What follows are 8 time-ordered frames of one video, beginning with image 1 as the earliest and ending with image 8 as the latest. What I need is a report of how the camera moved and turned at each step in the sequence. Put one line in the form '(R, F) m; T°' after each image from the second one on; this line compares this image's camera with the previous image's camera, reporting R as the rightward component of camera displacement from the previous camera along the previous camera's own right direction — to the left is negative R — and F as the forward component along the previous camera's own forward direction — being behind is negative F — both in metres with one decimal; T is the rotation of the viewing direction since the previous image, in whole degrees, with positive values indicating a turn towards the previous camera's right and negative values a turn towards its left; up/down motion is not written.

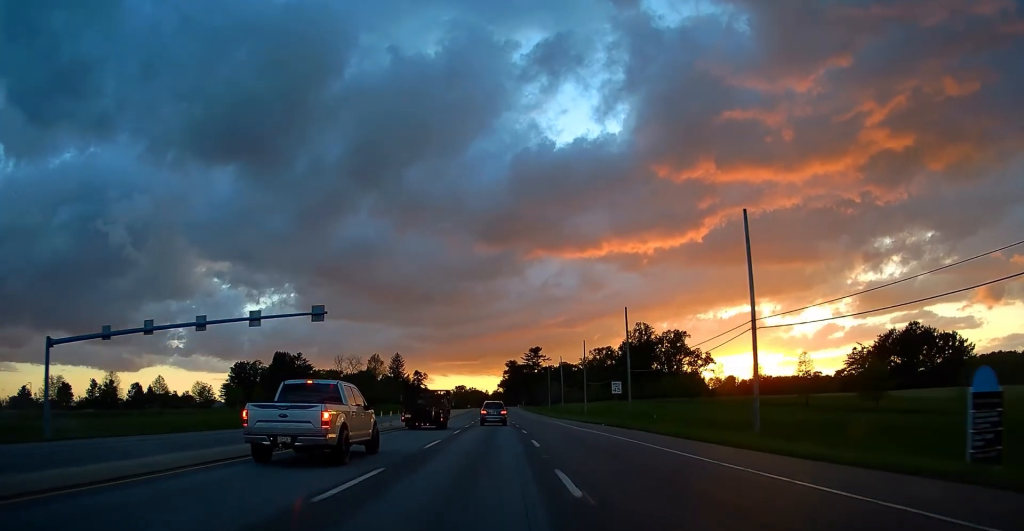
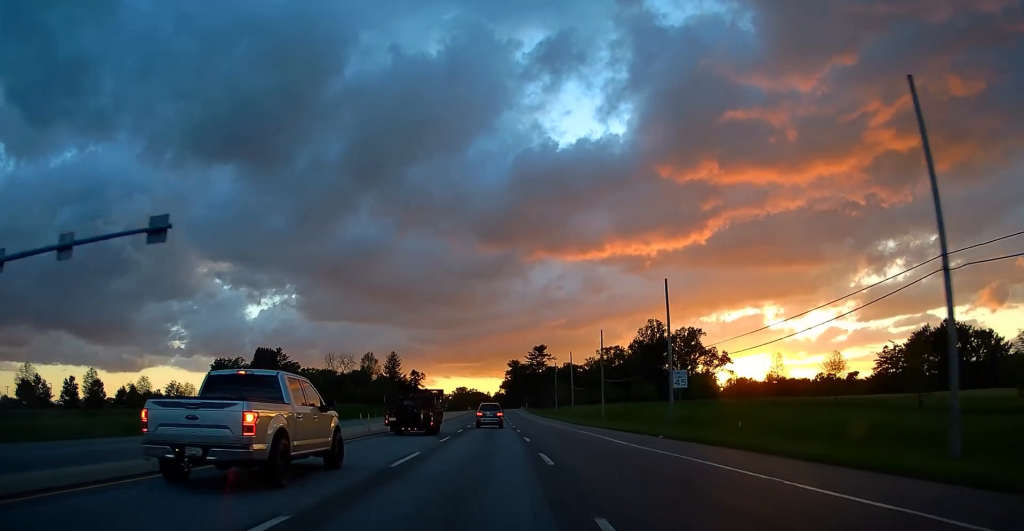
(+0.1, +18.4) m; 0°
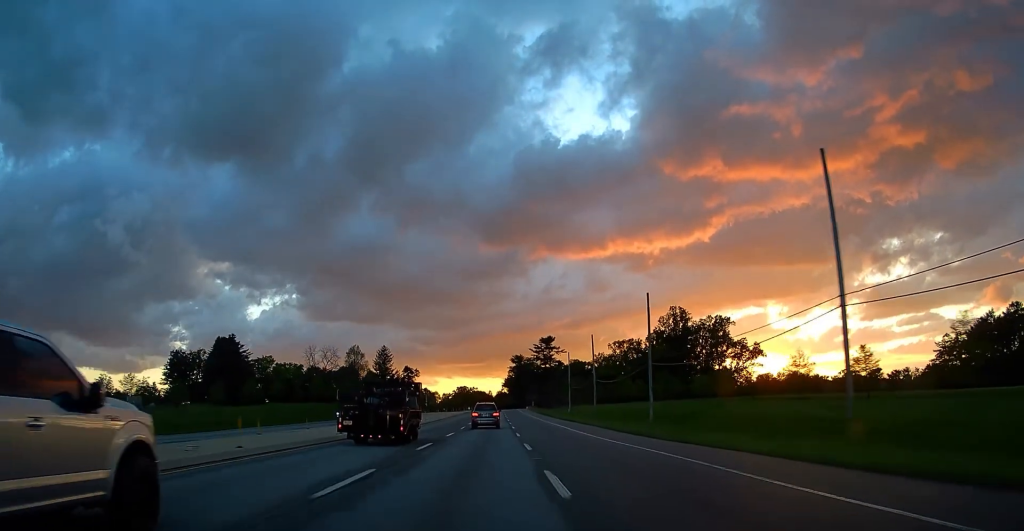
(-0.2, +30.4) m; -1°
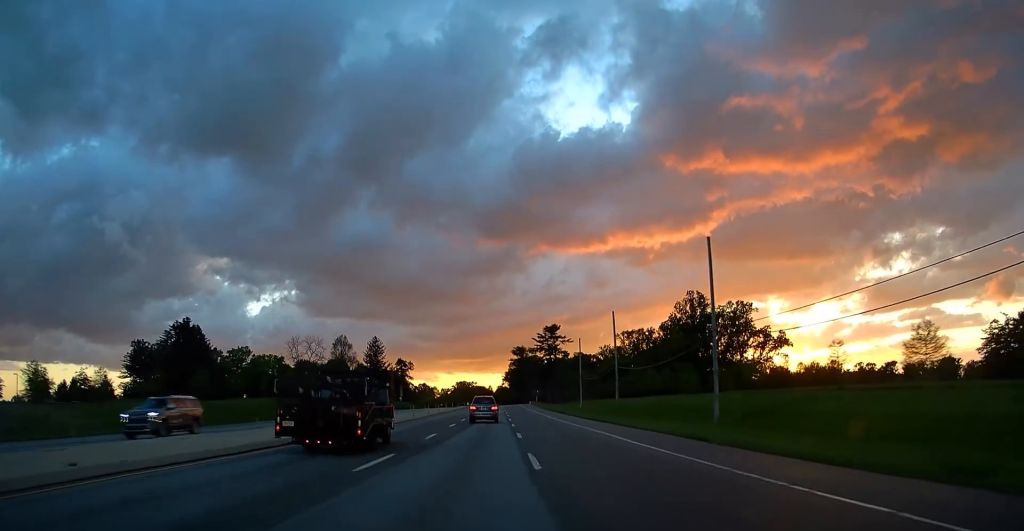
(-0.2, +20.5) m; 0°
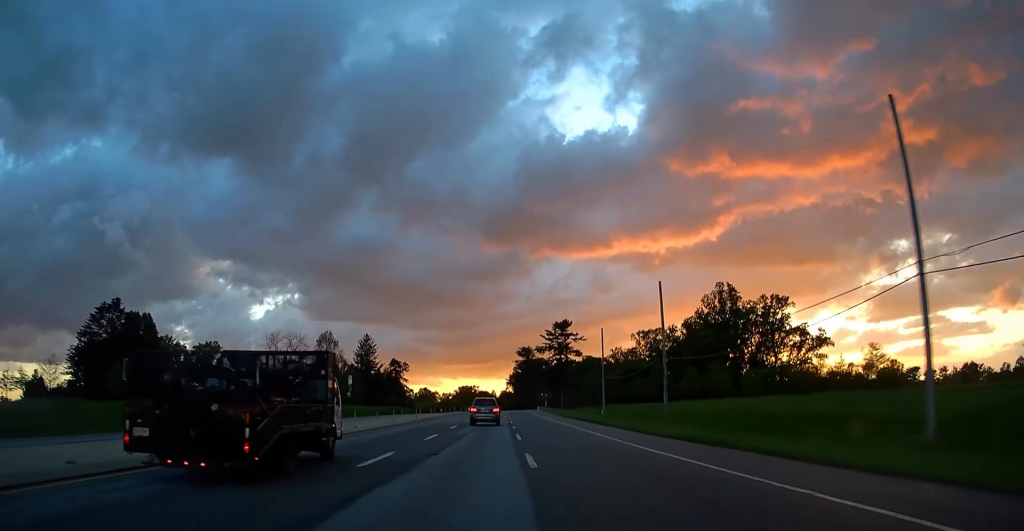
(+0.2, +24.3) m; 0°
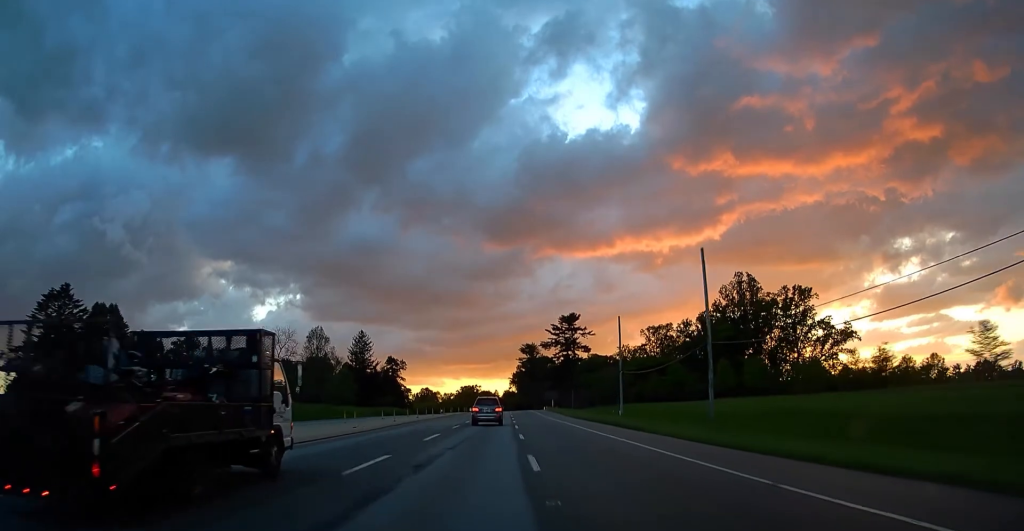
(-0.1, +13.0) m; 0°
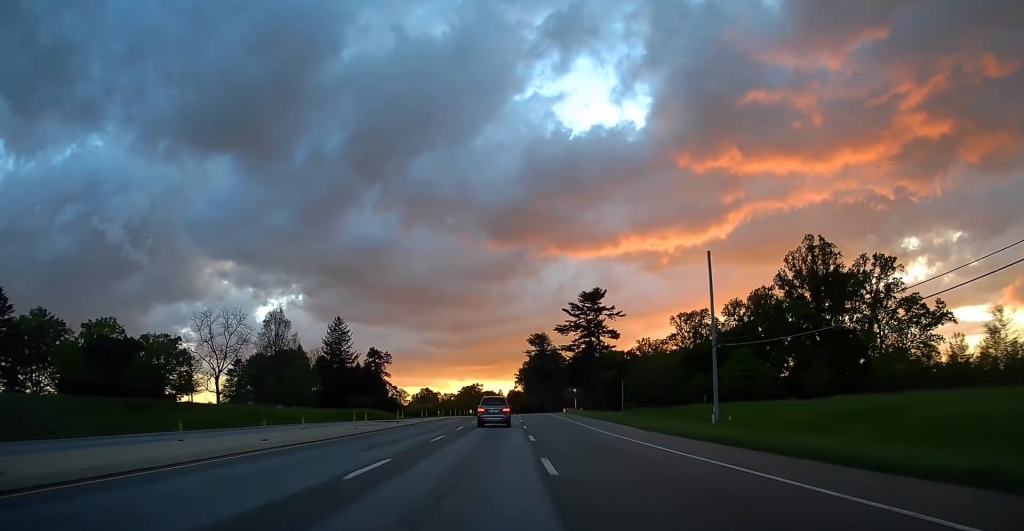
(-0.4, +38.0) m; -1°
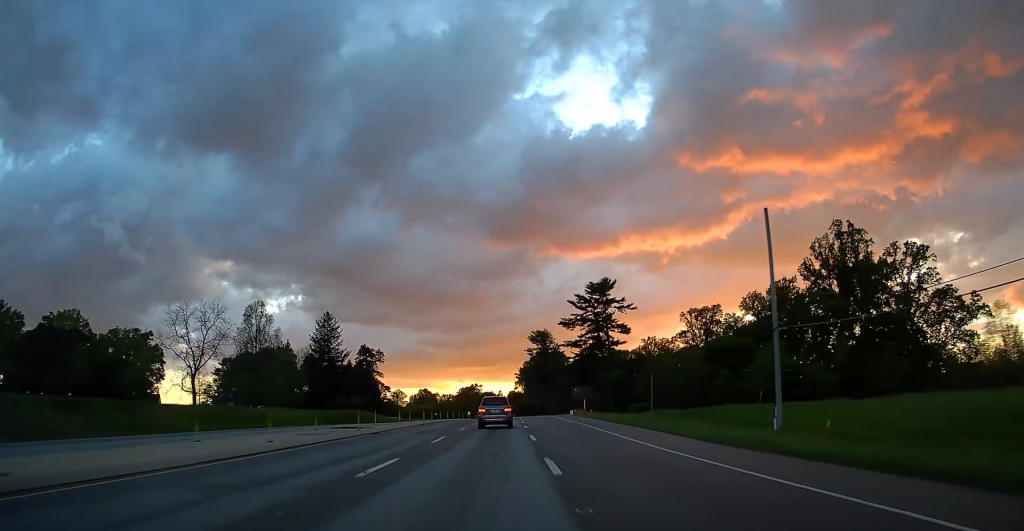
(0.0, +11.9) m; 0°
